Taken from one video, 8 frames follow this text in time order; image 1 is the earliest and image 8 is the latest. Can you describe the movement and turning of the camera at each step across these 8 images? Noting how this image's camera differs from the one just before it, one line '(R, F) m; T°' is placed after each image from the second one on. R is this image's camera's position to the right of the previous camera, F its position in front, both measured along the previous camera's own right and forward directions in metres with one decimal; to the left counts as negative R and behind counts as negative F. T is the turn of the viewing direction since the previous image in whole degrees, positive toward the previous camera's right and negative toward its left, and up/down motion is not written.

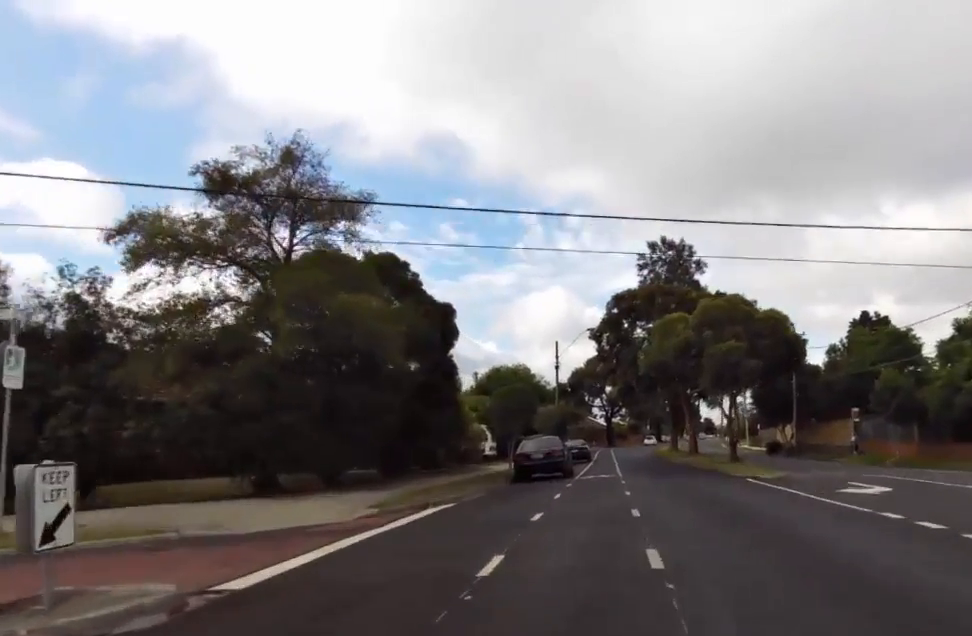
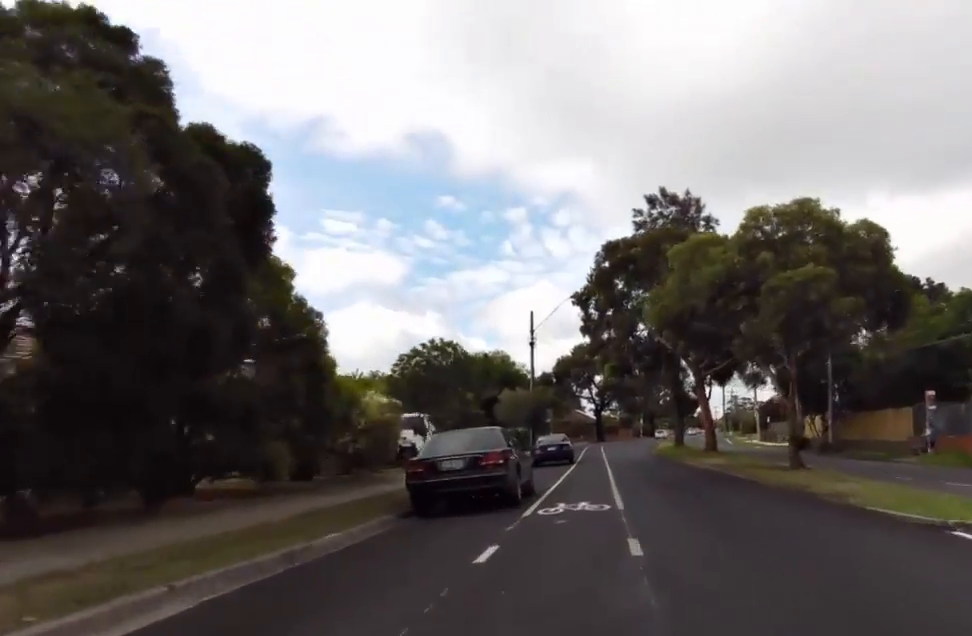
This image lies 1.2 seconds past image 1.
(-0.8, +12.9) m; -6°
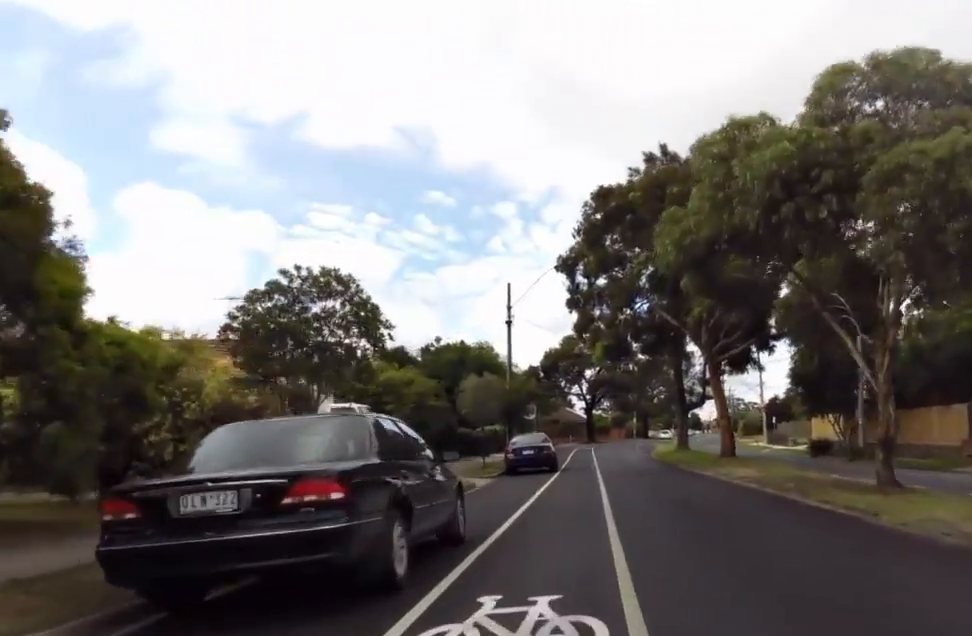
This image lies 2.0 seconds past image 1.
(-0.7, +7.4) m; +1°
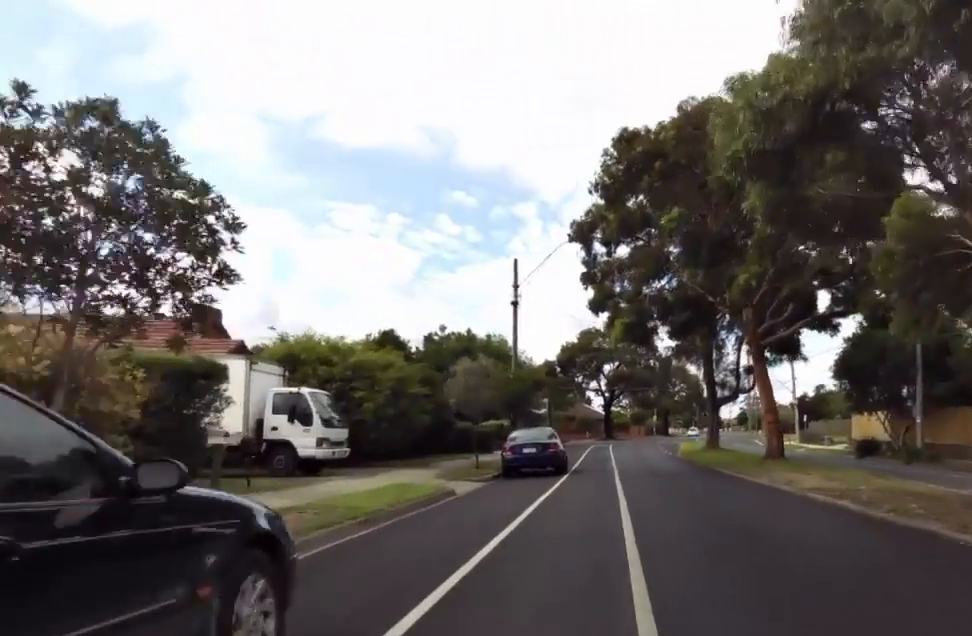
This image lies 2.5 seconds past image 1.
(+0.6, +5.3) m; +4°
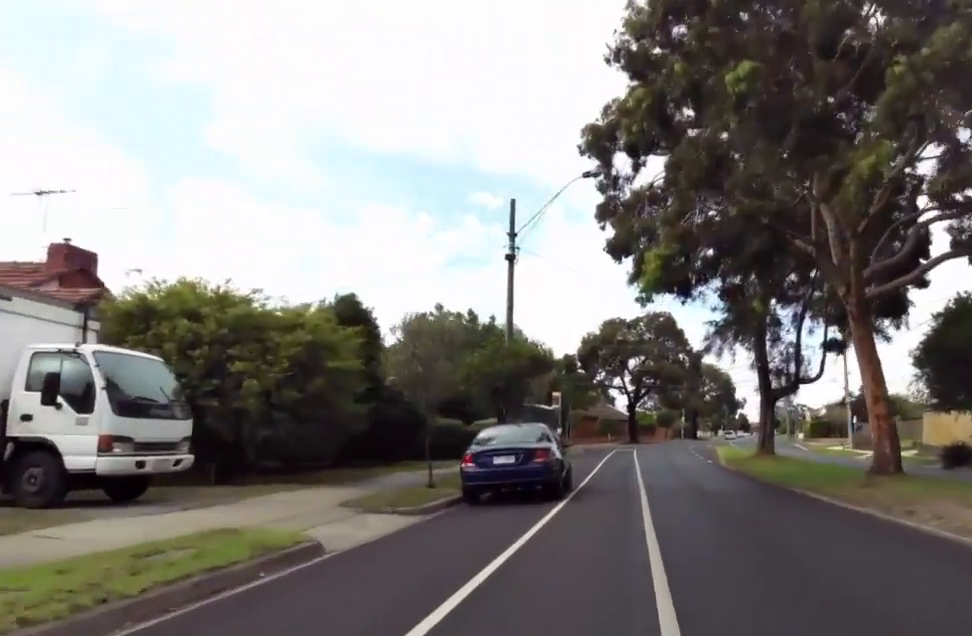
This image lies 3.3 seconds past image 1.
(+0.4, +8.3) m; +3°
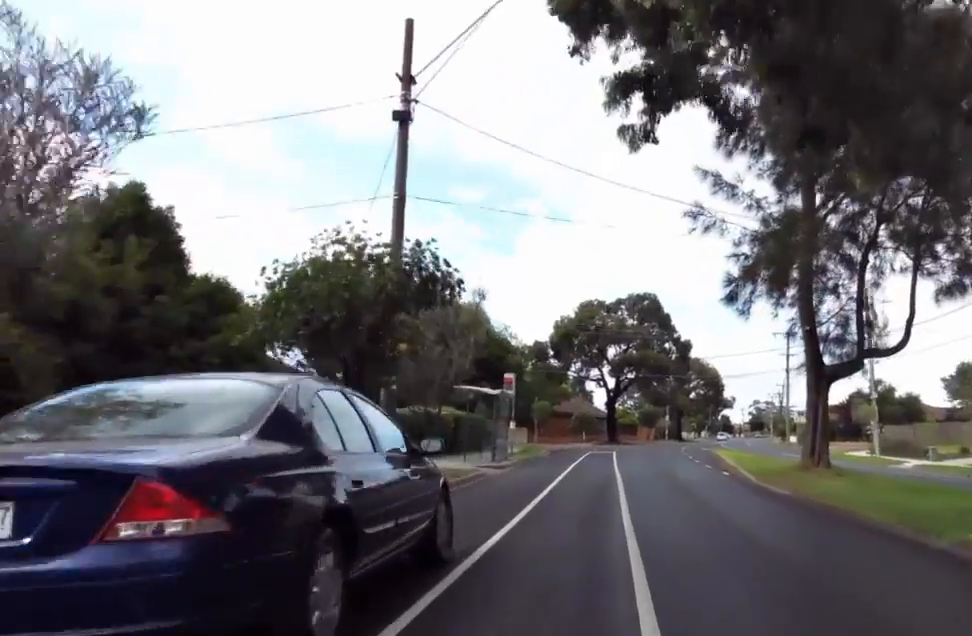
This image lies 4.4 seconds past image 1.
(+0.1, +10.5) m; 0°
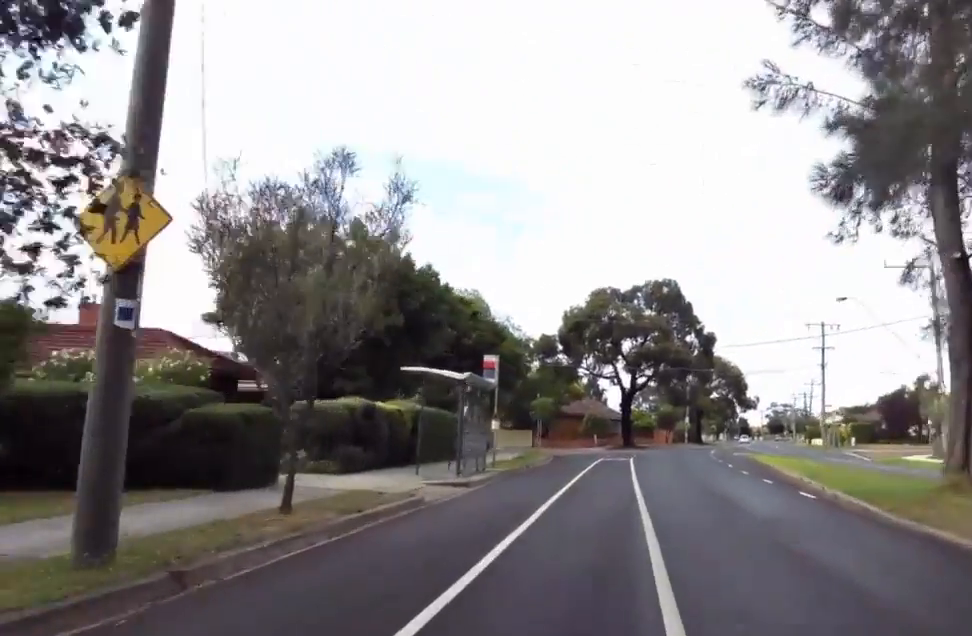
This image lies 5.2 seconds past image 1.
(0.0, +7.7) m; -2°
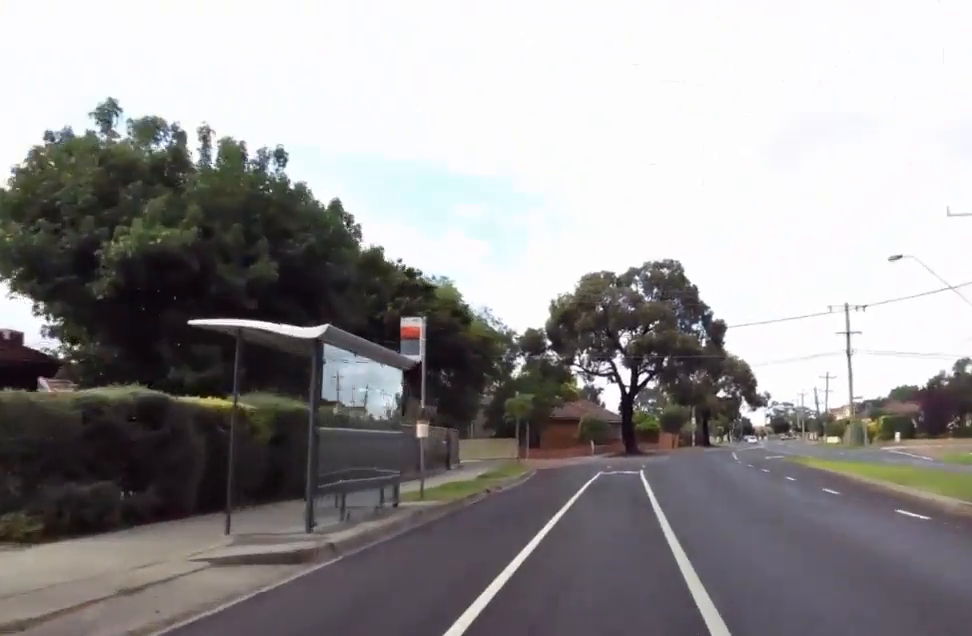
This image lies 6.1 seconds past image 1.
(-0.1, +8.5) m; -5°
